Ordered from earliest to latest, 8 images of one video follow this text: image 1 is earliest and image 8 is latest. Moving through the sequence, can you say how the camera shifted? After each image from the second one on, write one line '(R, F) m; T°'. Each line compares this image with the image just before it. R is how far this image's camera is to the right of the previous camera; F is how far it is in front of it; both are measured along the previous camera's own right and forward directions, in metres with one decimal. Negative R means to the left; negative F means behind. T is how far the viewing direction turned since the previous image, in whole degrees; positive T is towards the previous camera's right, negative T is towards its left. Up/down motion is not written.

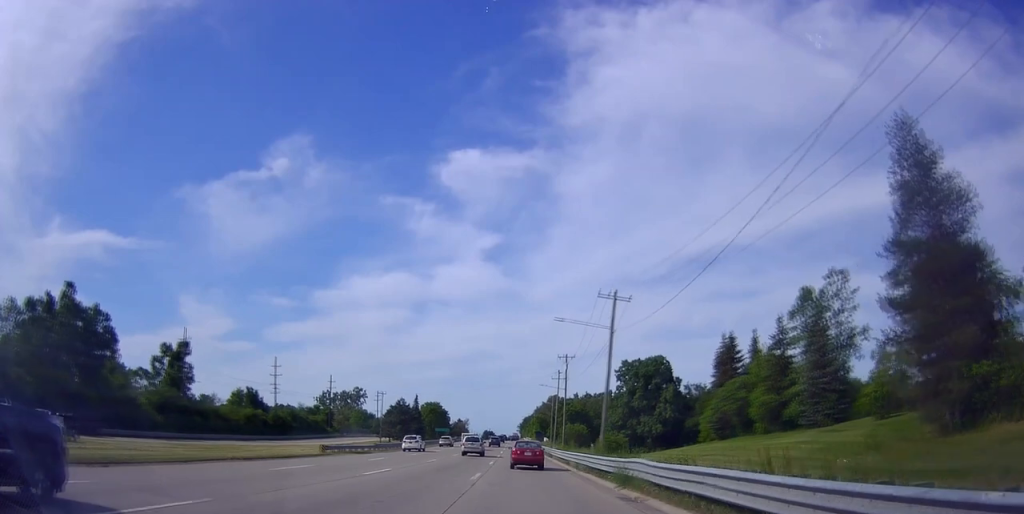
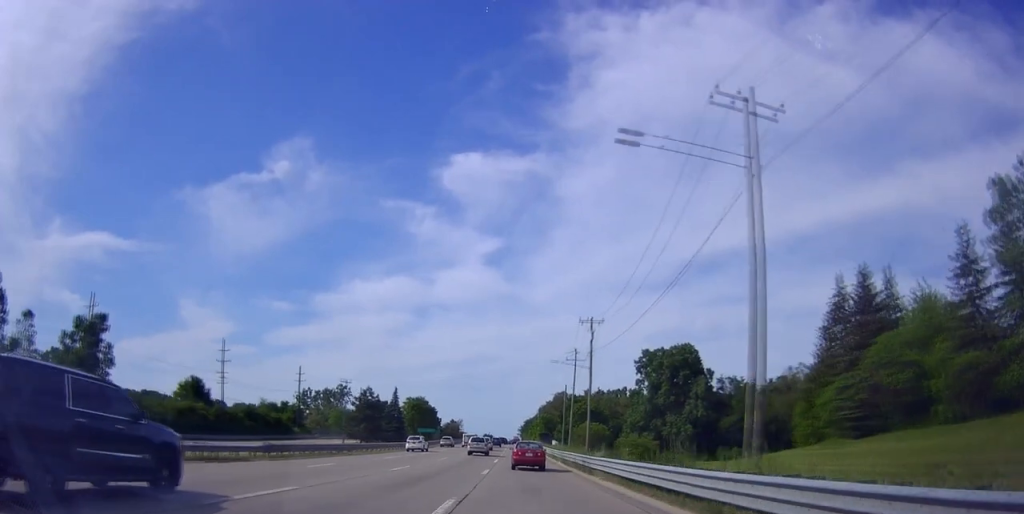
(-0.7, +26.0) m; -1°
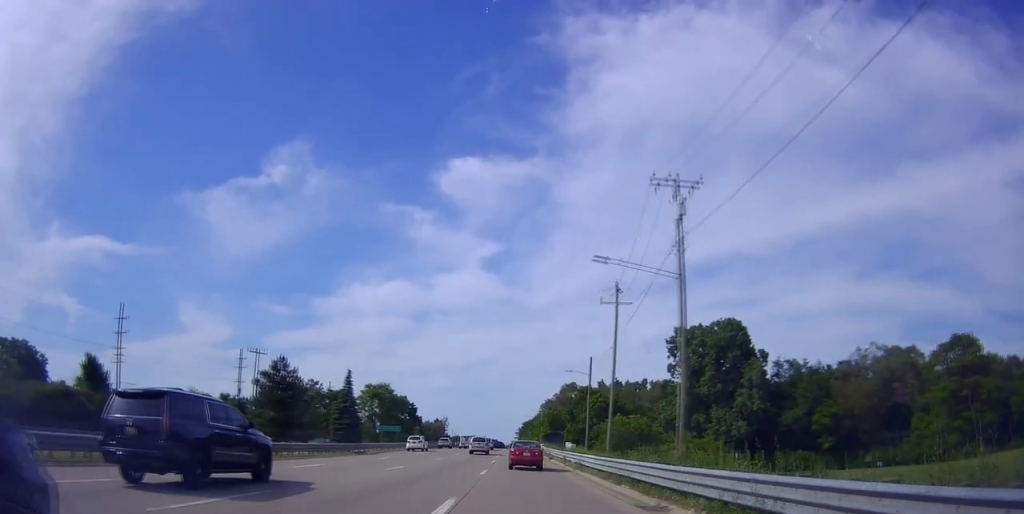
(-0.2, +32.1) m; +1°
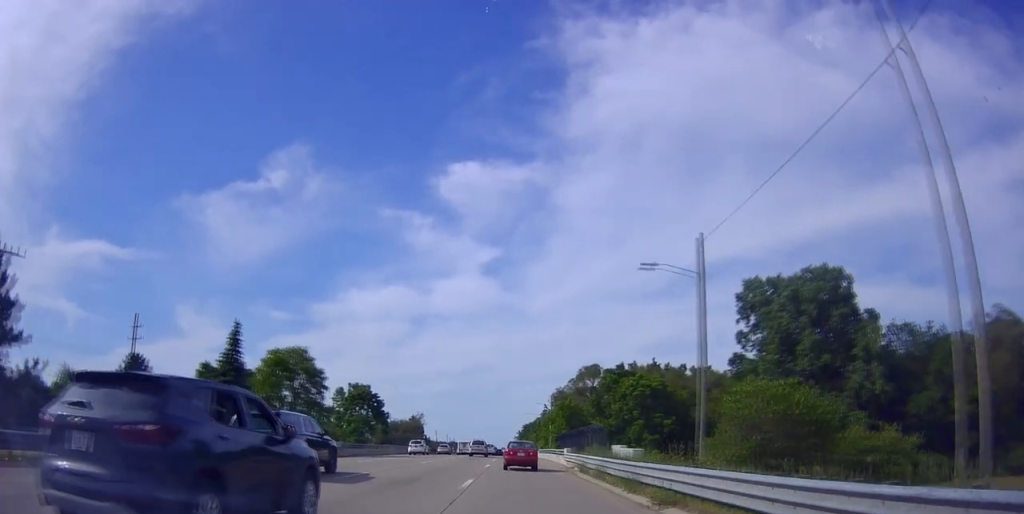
(+0.2, +36.6) m; 0°
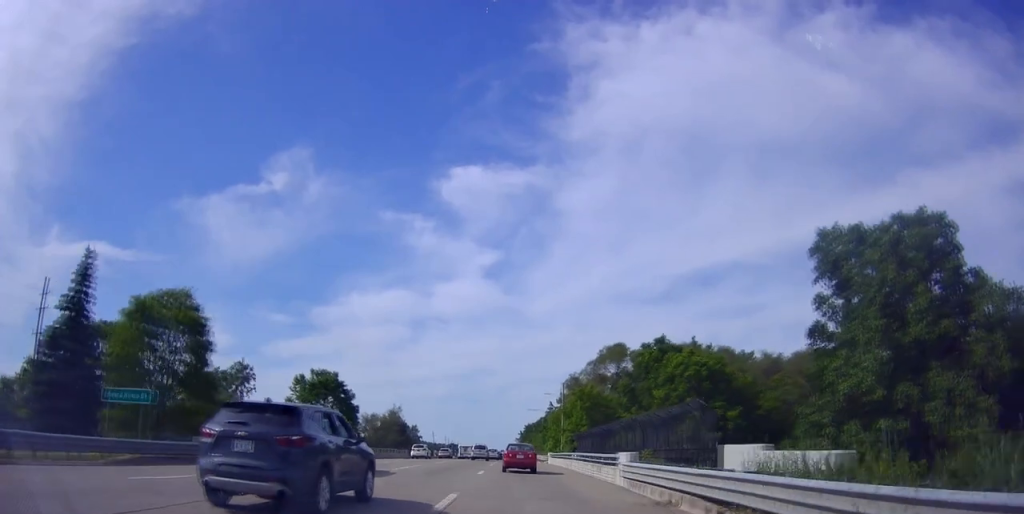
(+0.6, +21.5) m; +1°
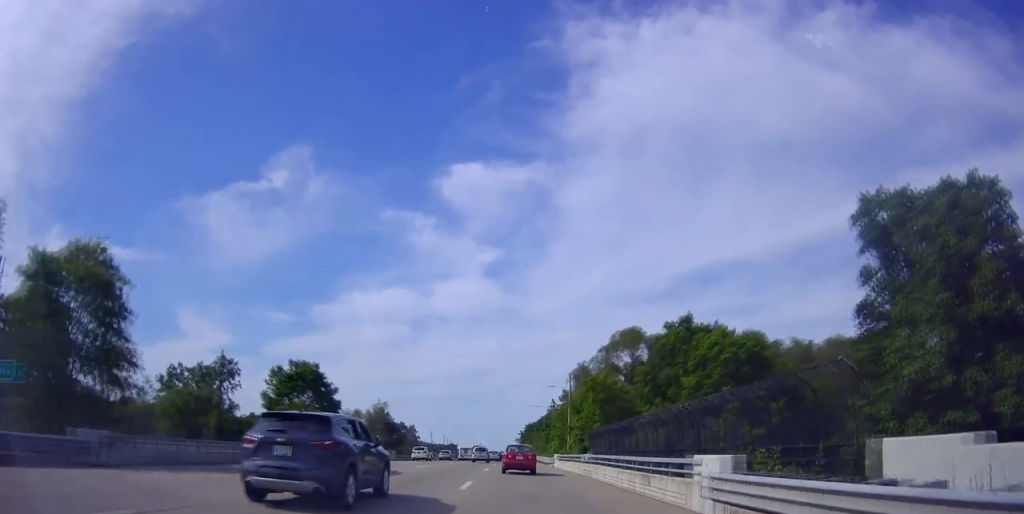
(-0.1, +8.9) m; -1°
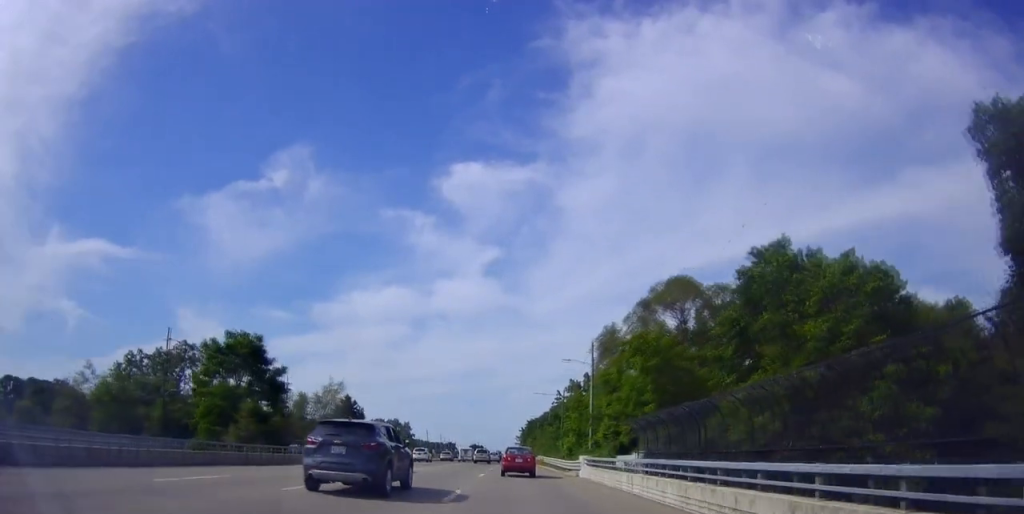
(-0.4, +19.0) m; -1°
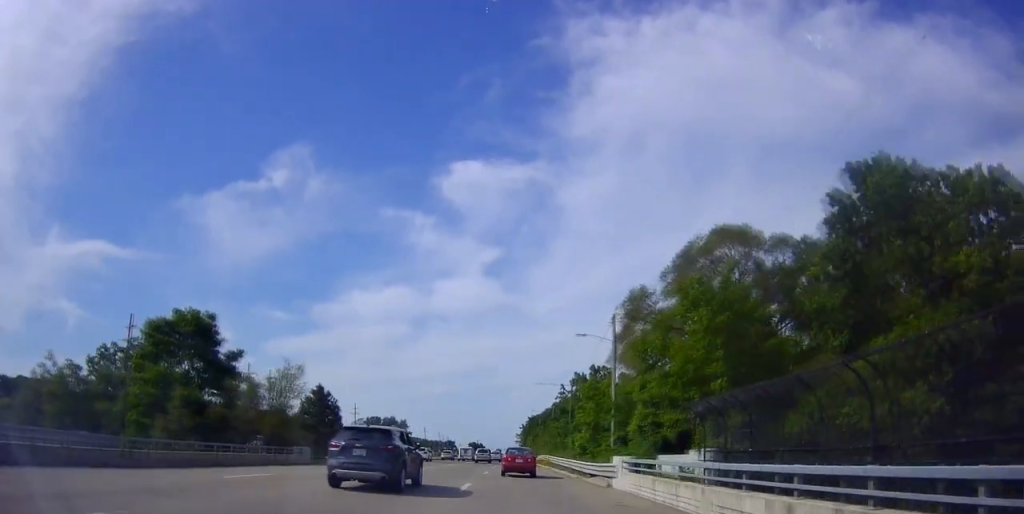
(-0.2, +10.7) m; 0°
